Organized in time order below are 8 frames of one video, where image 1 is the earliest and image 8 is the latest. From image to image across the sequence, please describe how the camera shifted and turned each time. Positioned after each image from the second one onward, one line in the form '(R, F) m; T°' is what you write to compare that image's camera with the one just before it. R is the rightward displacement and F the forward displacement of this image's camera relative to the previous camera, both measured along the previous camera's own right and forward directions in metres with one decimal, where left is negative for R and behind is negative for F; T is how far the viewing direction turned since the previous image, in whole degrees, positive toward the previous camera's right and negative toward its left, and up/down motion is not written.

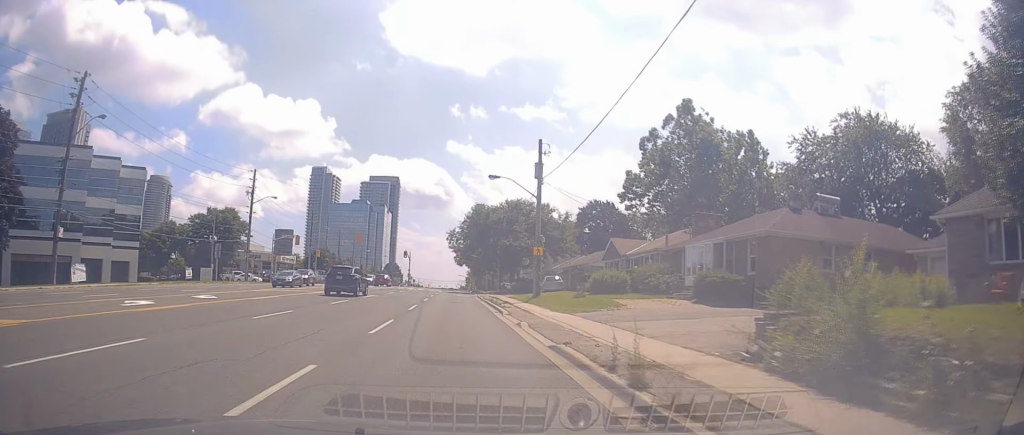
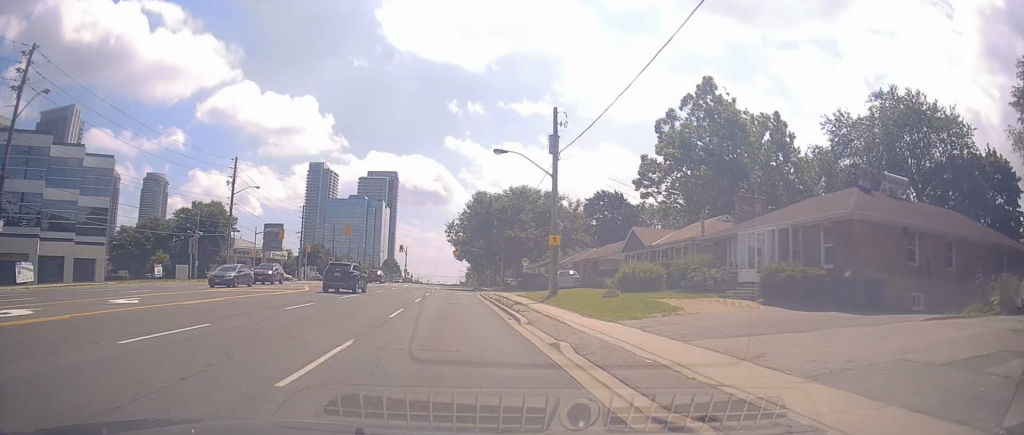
(+0.3, +6.1) m; +1°
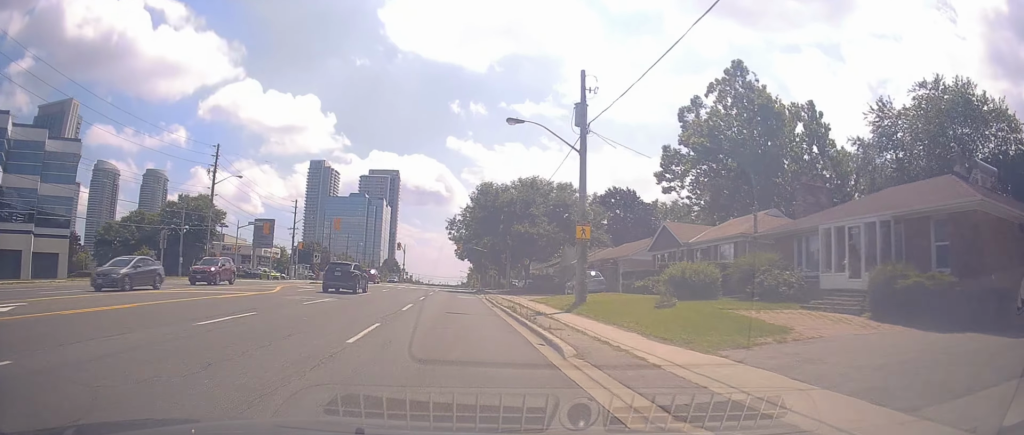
(+0.6, +6.1) m; +1°
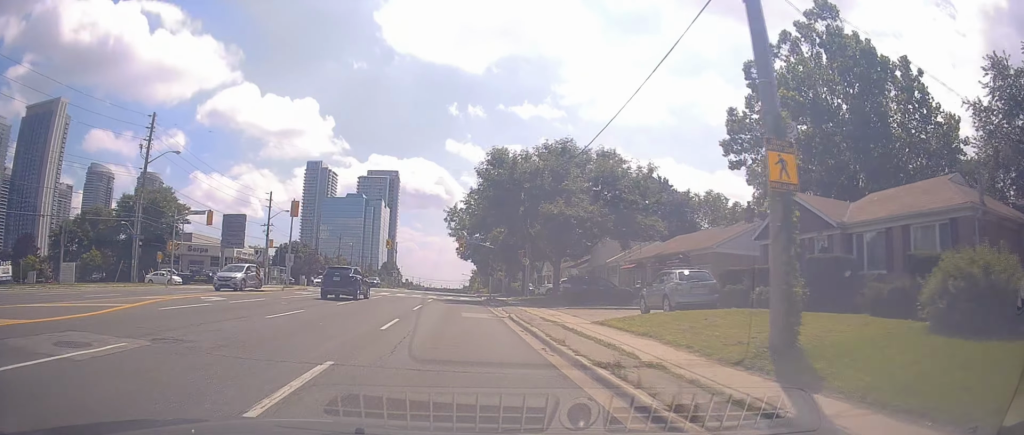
(-0.4, +15.0) m; -2°
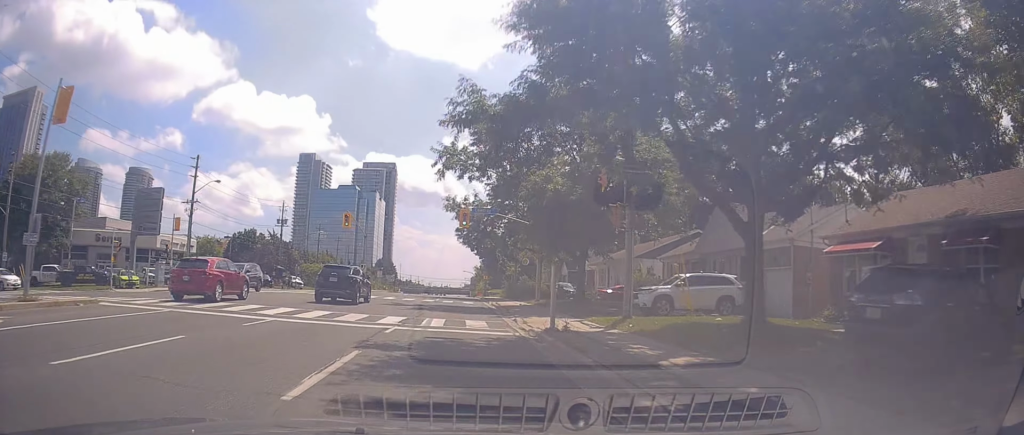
(+0.2, +26.9) m; +1°
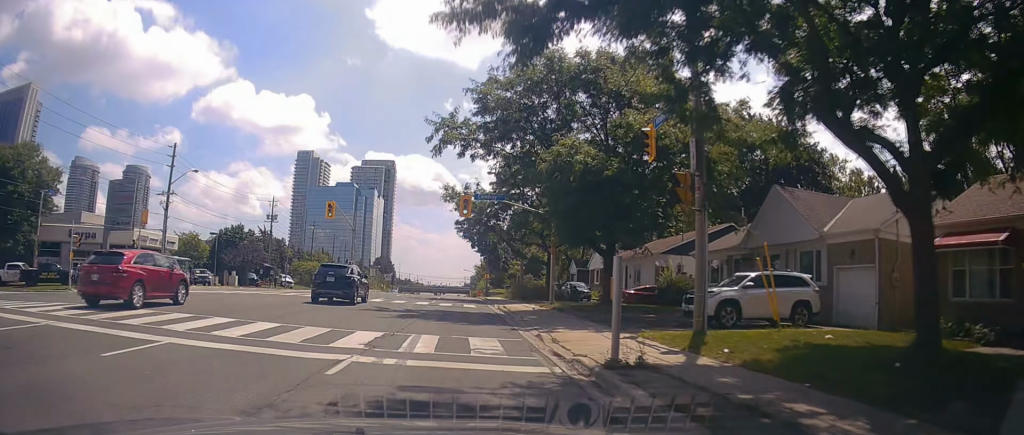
(0.0, +5.7) m; 0°
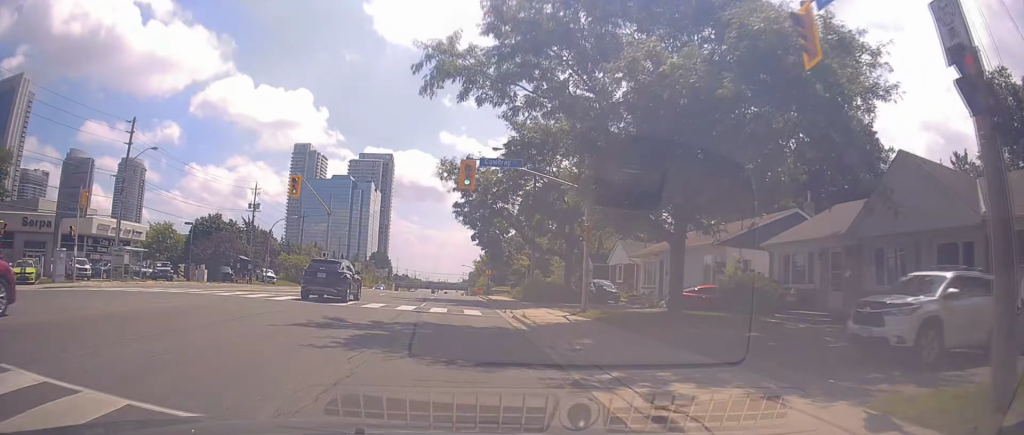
(-0.1, +8.5) m; -1°
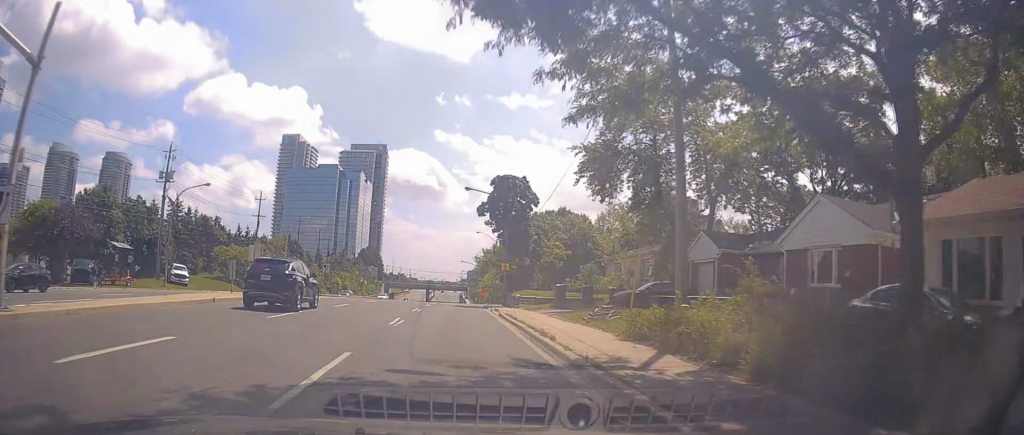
(0.0, +29.0) m; +1°
